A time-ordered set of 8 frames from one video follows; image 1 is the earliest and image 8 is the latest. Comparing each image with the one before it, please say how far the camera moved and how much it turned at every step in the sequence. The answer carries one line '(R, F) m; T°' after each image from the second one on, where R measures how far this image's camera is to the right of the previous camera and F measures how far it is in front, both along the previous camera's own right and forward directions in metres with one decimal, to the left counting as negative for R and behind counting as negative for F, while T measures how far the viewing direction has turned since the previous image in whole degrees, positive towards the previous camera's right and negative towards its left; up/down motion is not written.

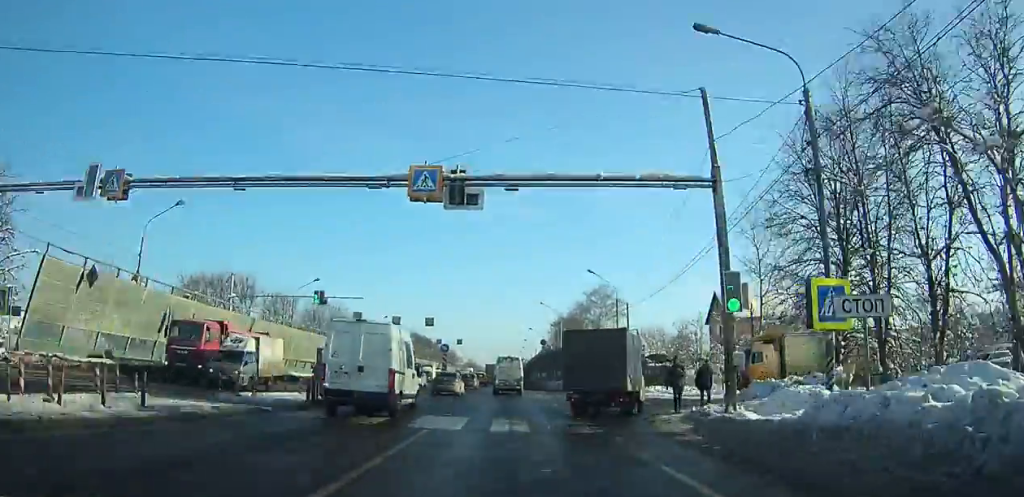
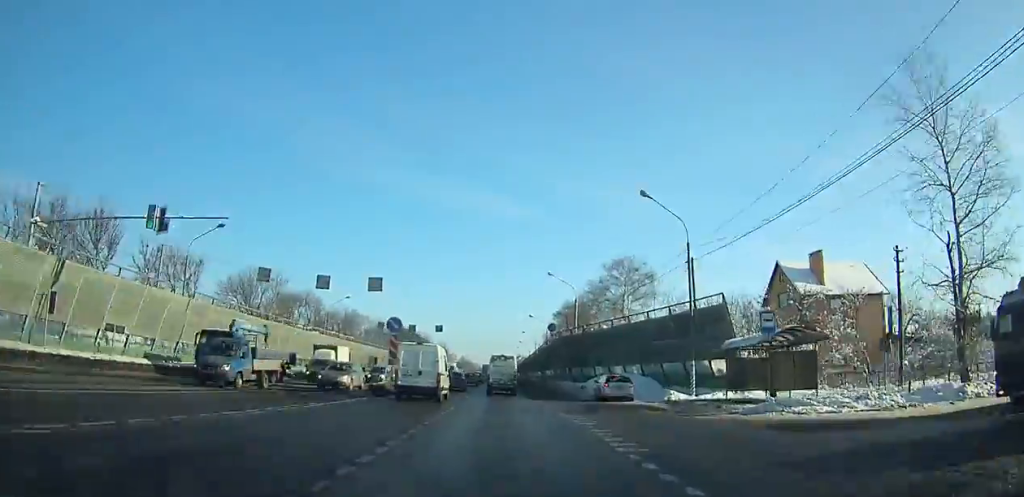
(-0.1, +23.1) m; 0°
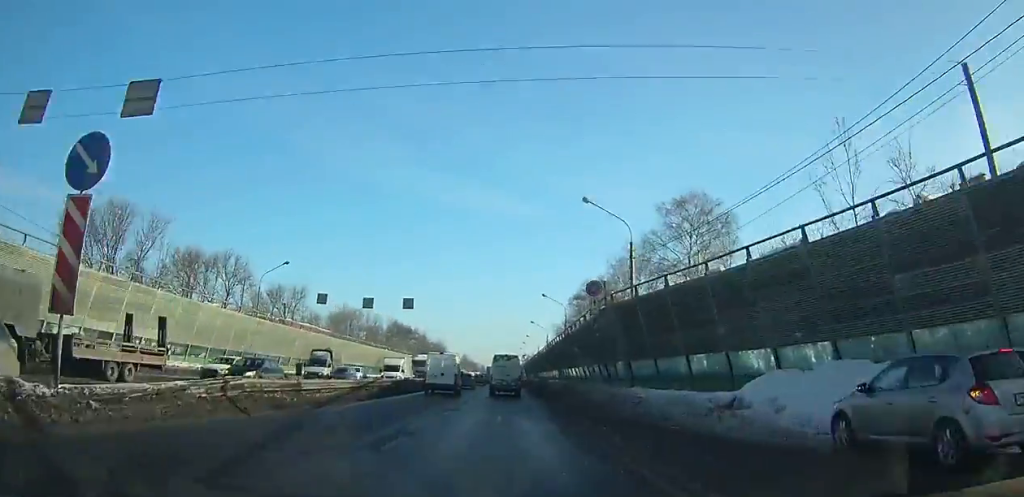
(0.0, +26.0) m; 0°
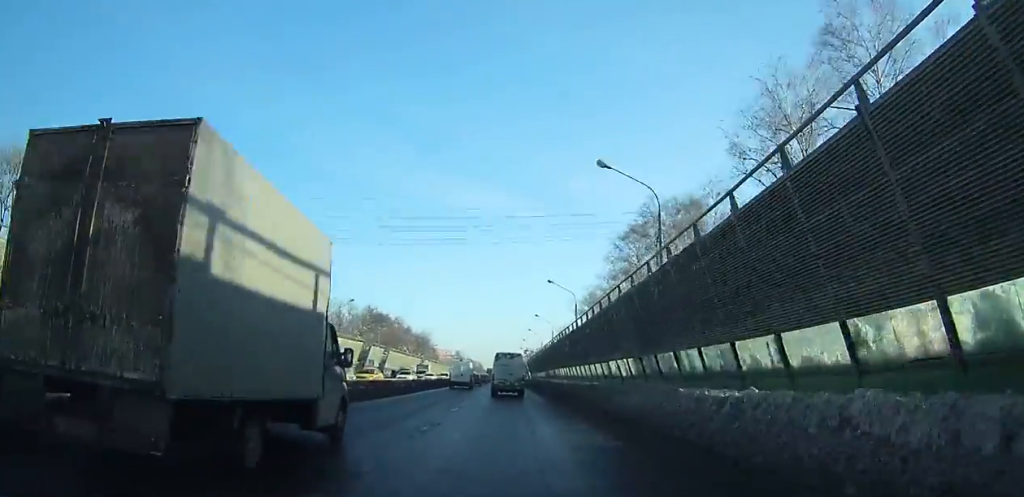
(+0.5, +49.3) m; +1°
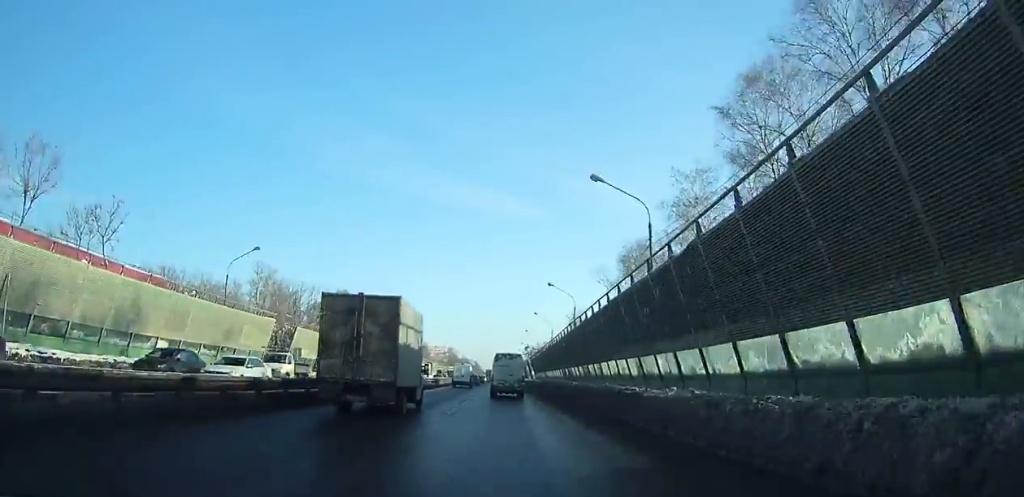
(+0.1, +37.3) m; 0°
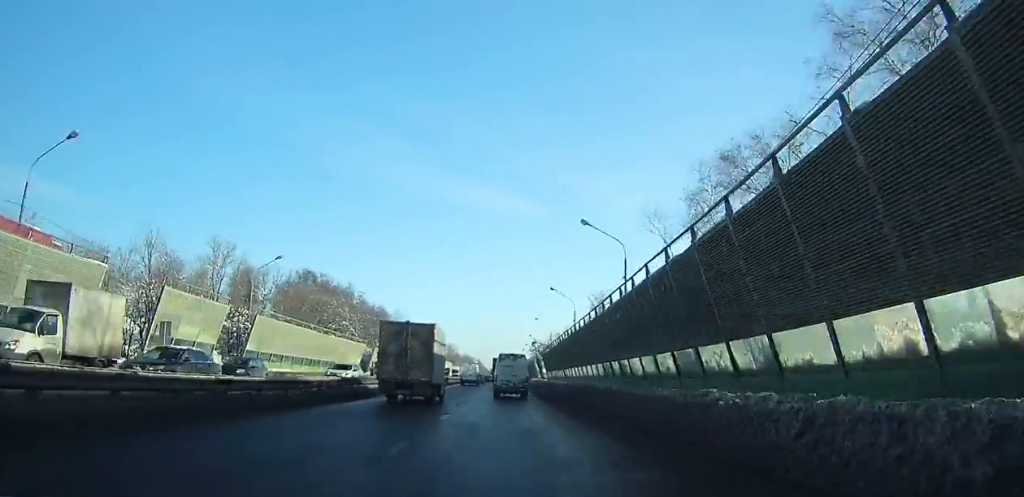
(-0.2, +27.9) m; 0°
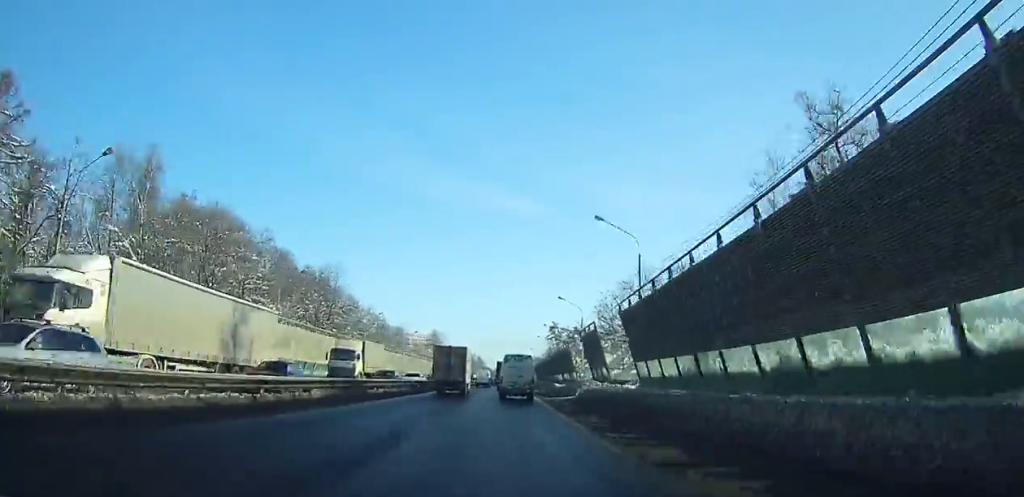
(-0.2, +71.8) m; 0°
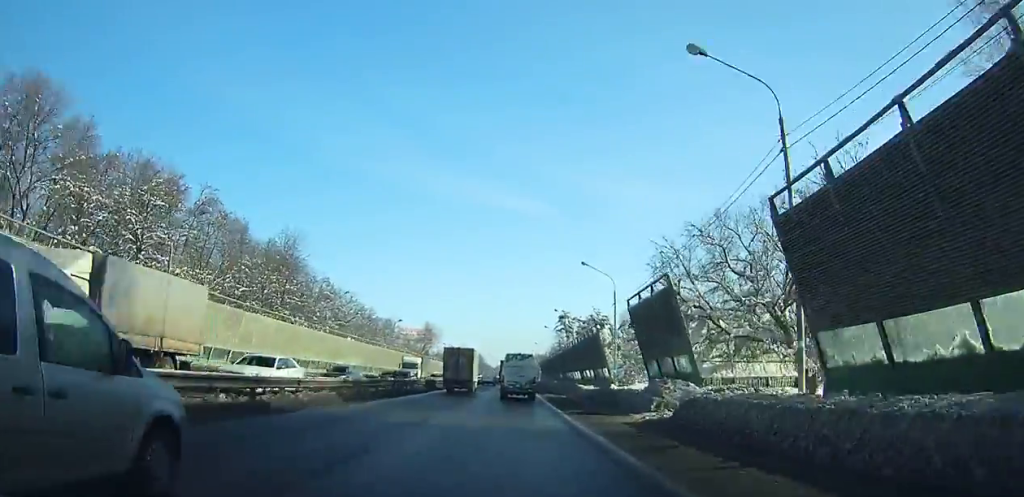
(0.0, +20.5) m; 0°
